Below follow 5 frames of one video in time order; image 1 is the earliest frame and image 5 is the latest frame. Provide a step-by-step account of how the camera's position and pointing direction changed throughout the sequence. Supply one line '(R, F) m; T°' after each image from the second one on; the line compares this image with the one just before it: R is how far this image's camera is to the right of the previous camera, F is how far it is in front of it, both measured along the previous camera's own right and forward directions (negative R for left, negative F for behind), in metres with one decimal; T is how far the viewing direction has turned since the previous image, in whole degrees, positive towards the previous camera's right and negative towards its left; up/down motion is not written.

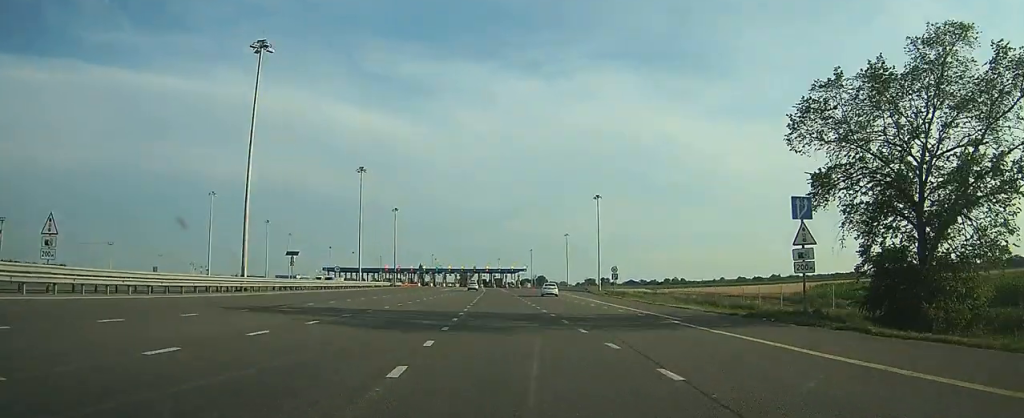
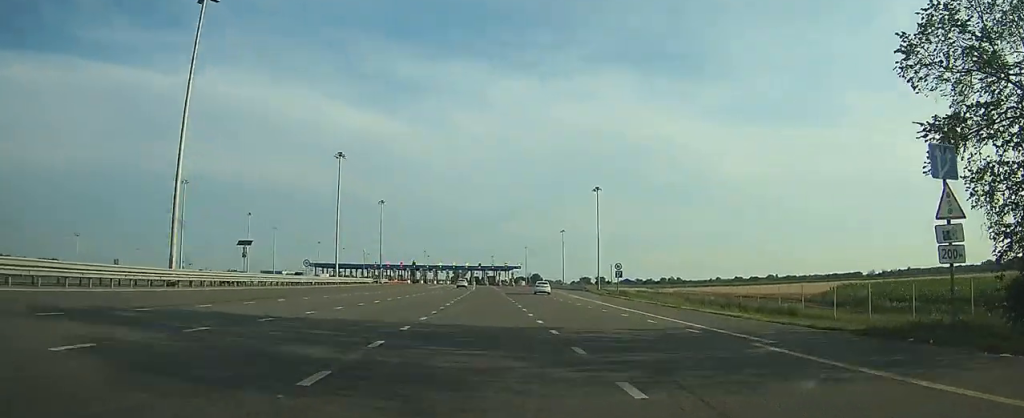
(+0.2, +9.5) m; +1°
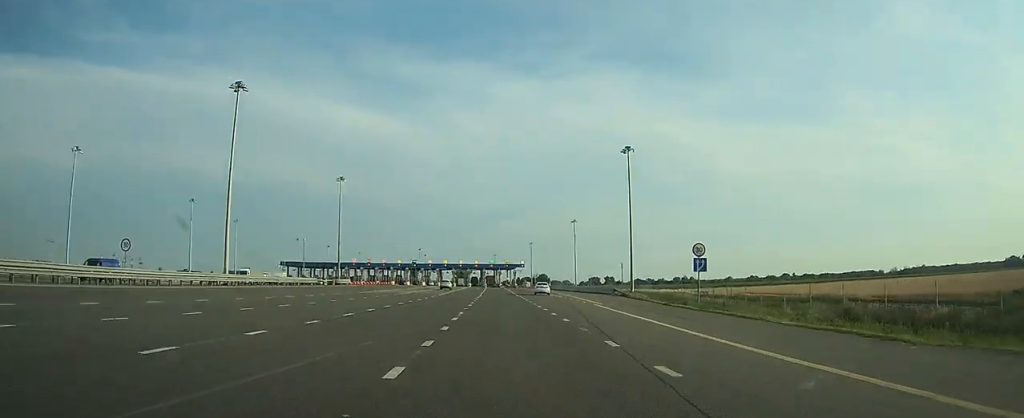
(+0.1, +36.4) m; 0°
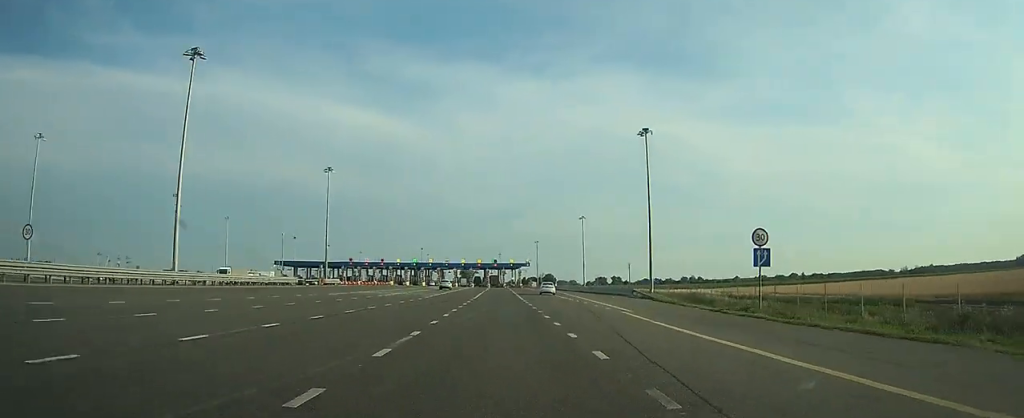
(0.0, +10.4) m; 0°
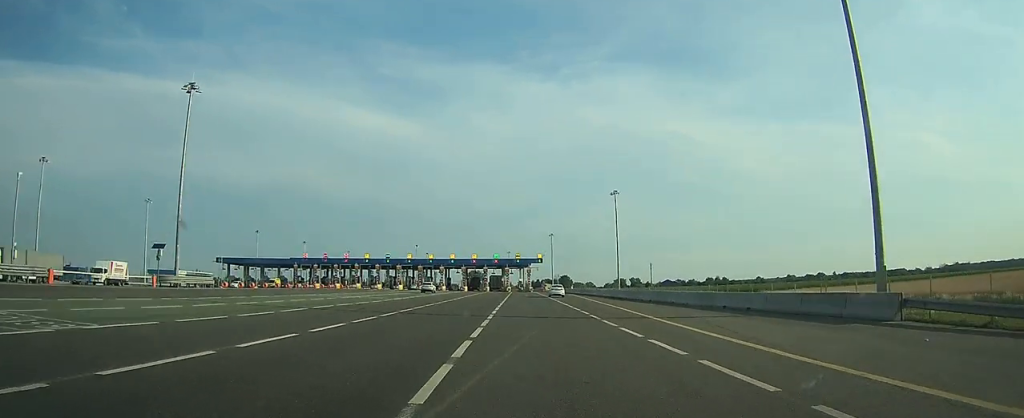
(-0.7, +50.2) m; -3°
